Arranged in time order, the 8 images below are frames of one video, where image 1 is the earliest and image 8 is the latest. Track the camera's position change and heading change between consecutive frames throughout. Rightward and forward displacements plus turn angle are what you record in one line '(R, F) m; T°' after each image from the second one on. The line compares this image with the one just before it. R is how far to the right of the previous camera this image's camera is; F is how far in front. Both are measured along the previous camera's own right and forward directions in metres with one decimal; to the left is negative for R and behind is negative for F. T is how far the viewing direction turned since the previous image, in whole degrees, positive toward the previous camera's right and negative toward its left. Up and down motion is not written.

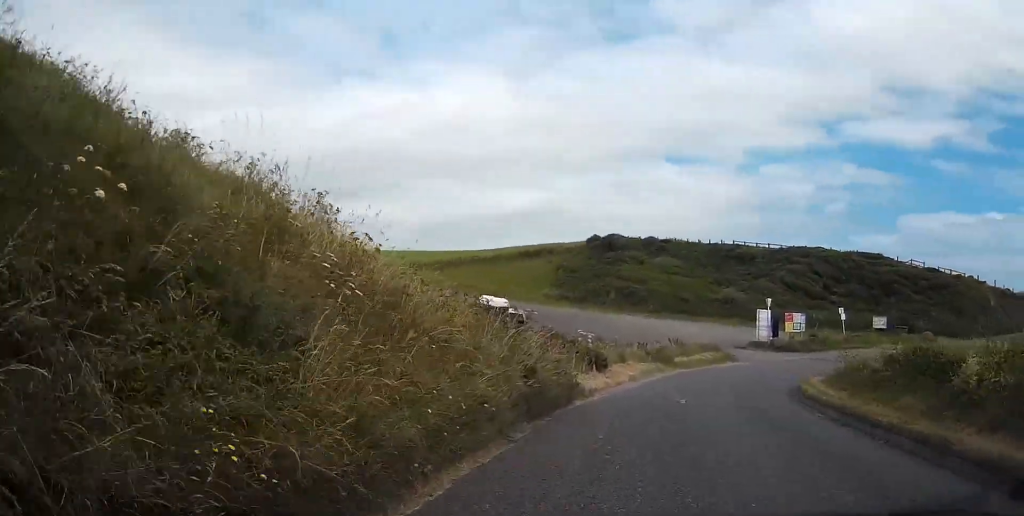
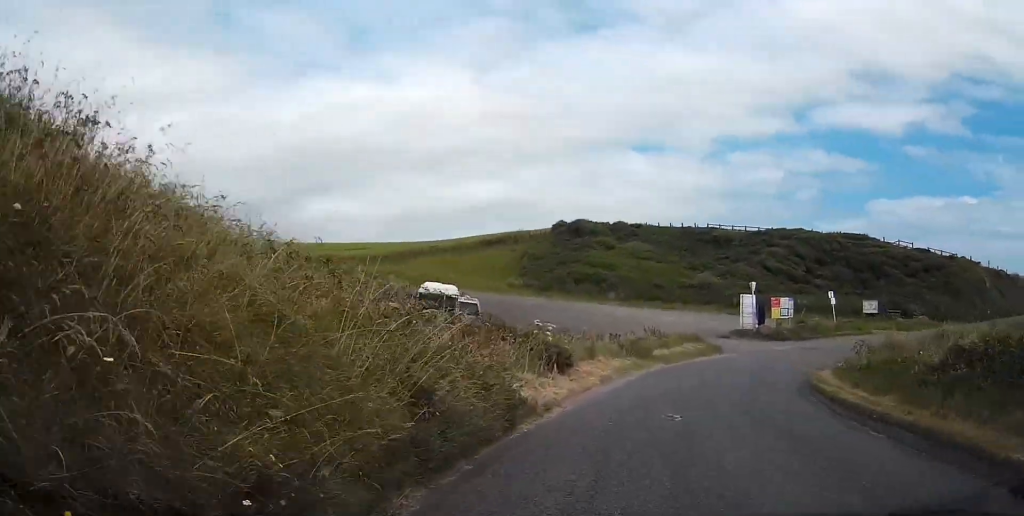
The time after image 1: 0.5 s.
(+0.1, +4.7) m; +3°
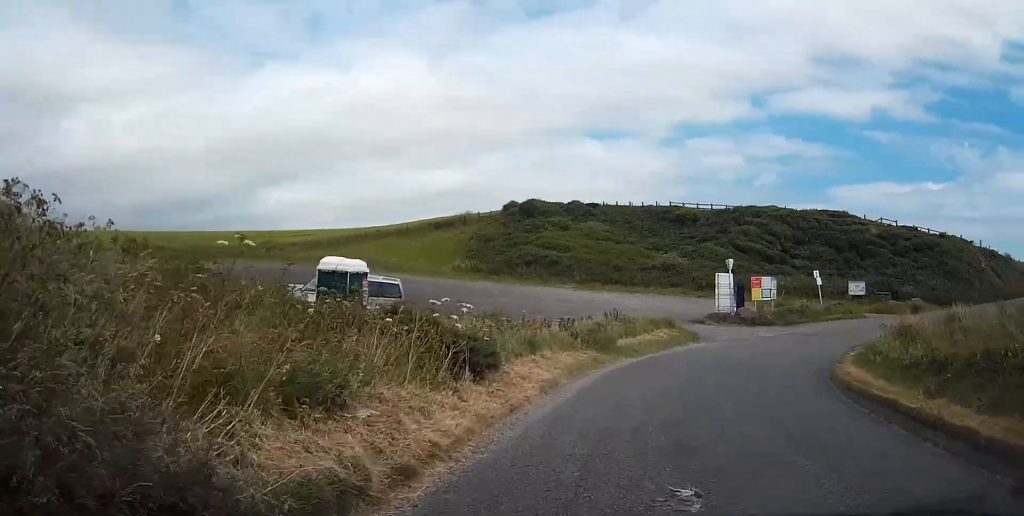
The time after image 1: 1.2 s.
(+0.1, +6.2) m; +4°
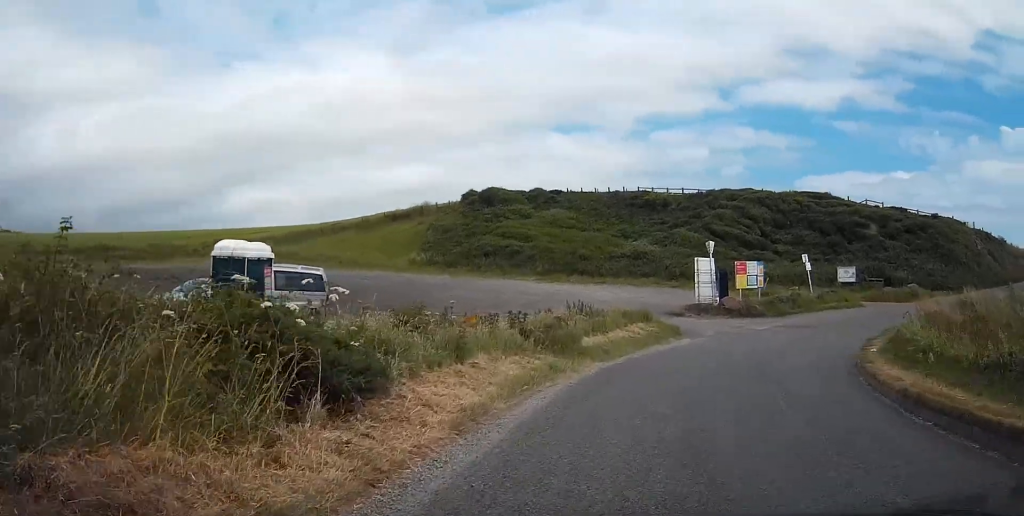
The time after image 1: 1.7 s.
(+0.4, +4.6) m; +2°
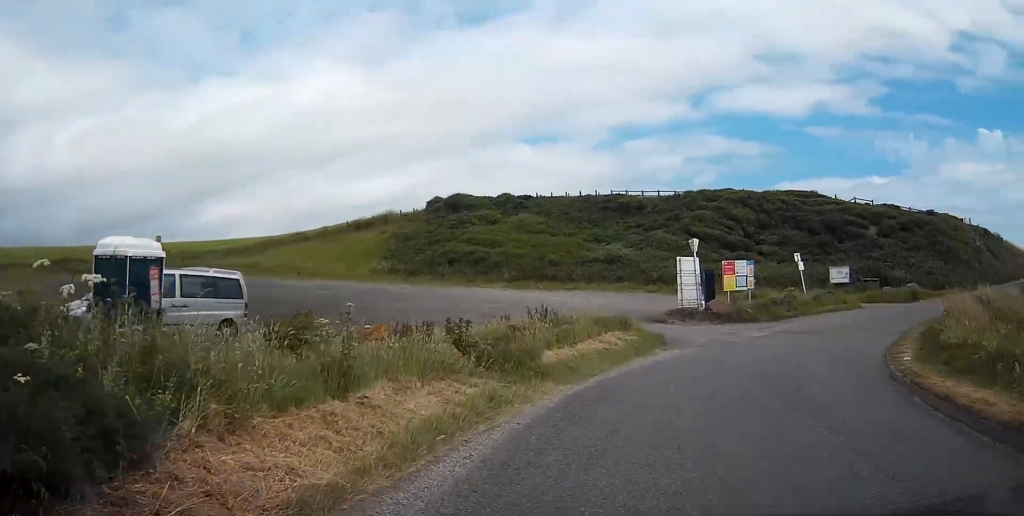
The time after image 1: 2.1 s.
(+0.1, +4.0) m; +1°
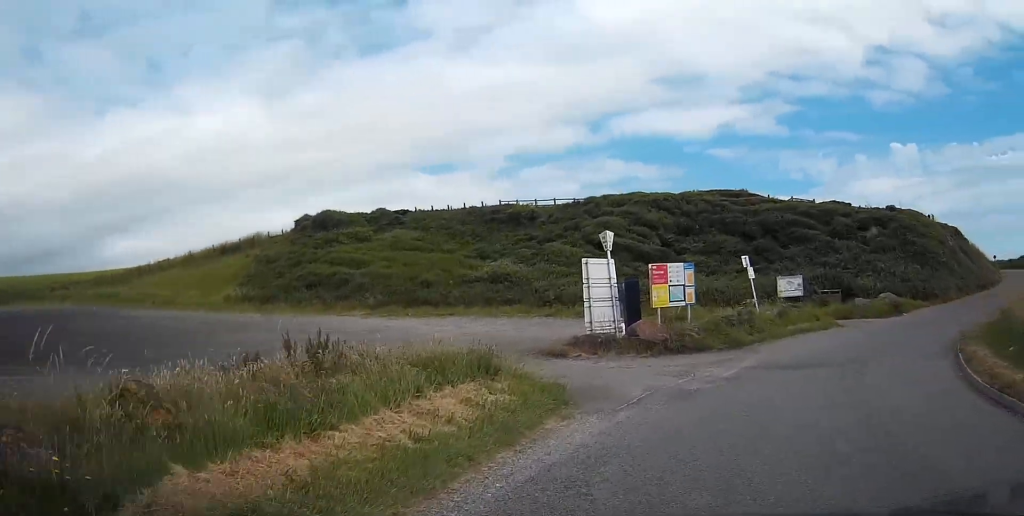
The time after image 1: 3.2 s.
(0.0, +9.7) m; +4°
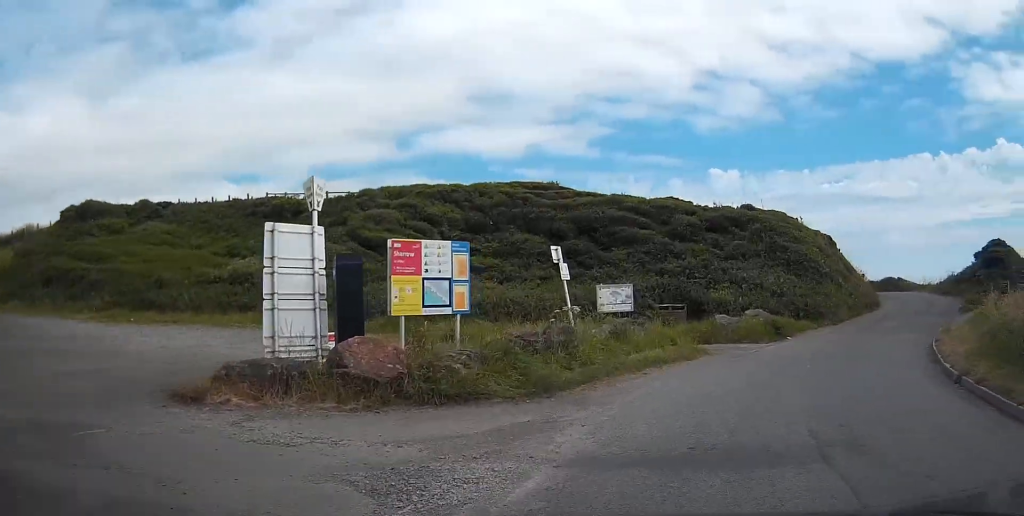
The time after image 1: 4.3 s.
(+0.7, +8.9) m; +9°
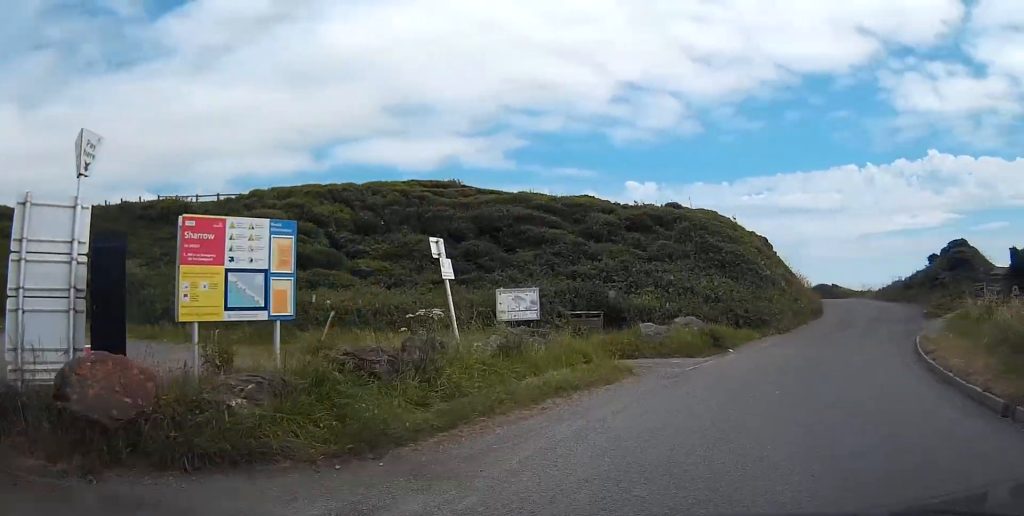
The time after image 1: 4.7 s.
(0.0, +3.8) m; +4°
